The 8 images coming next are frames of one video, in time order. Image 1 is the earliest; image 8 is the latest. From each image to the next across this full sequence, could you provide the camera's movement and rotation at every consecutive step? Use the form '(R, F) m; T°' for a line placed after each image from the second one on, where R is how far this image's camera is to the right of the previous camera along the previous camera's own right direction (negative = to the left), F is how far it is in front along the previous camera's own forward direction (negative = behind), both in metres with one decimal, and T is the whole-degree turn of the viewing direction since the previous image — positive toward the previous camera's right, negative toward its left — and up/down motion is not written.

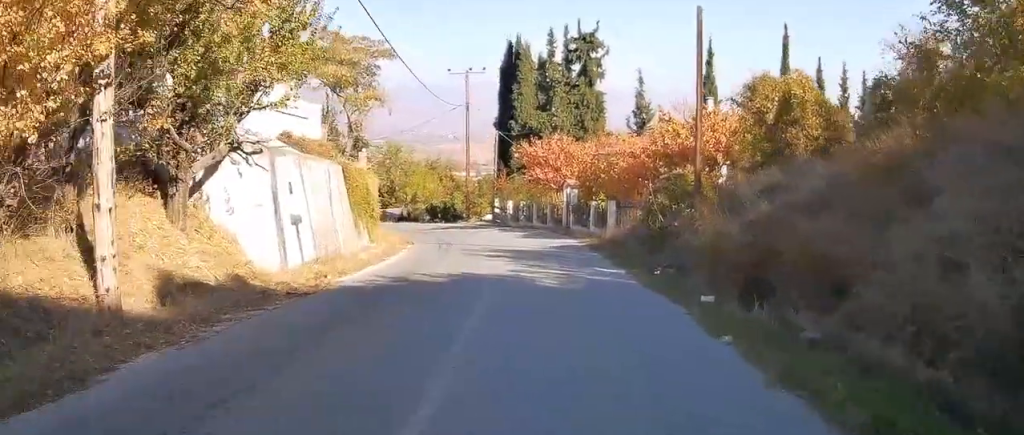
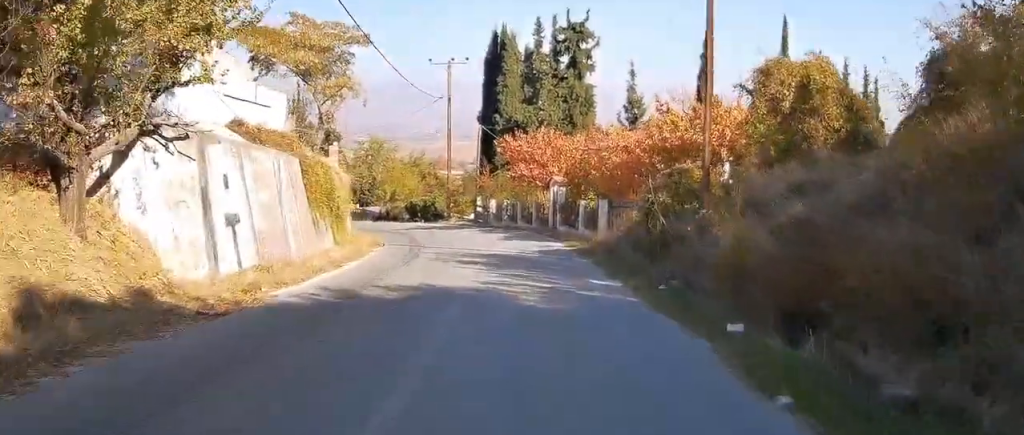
(0.0, +3.3) m; 0°
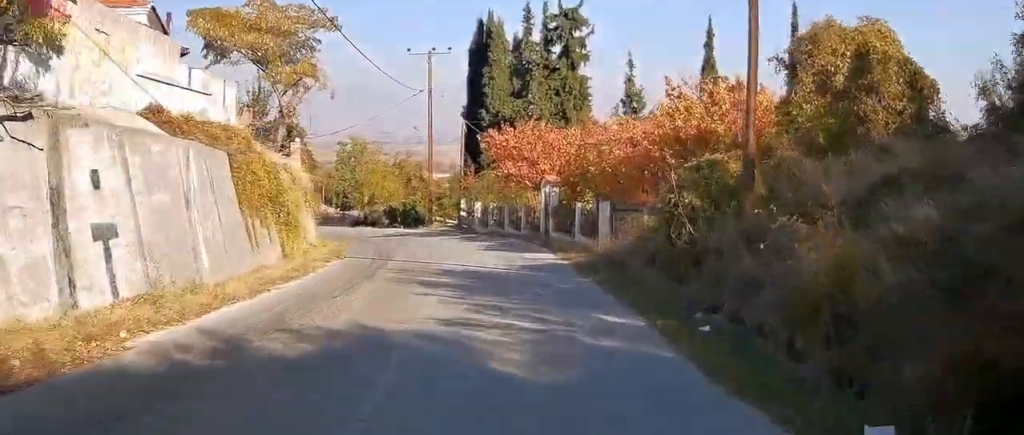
(0.0, +5.0) m; 0°
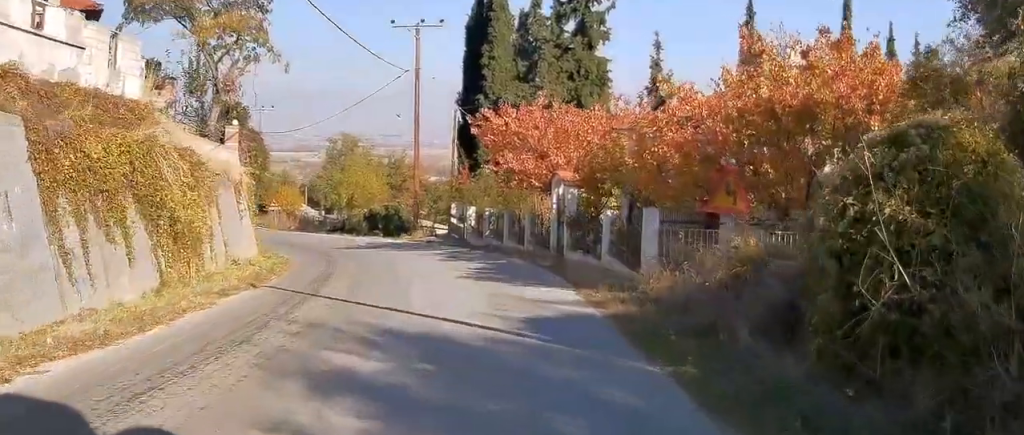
(0.0, +8.8) m; -2°
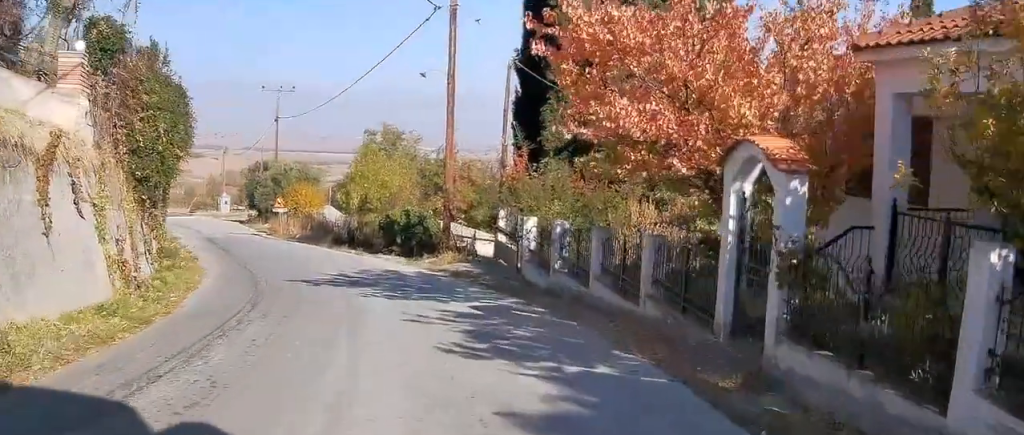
(-0.5, +14.5) m; -5°
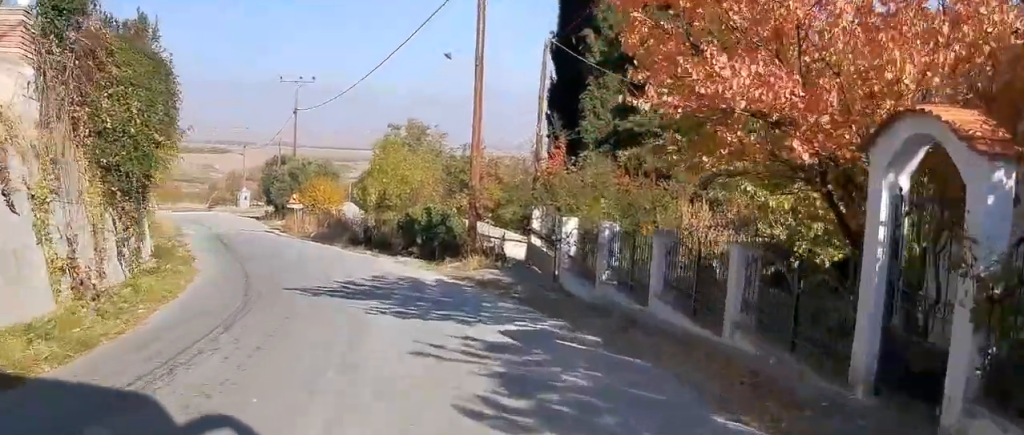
(-0.1, +3.1) m; -3°
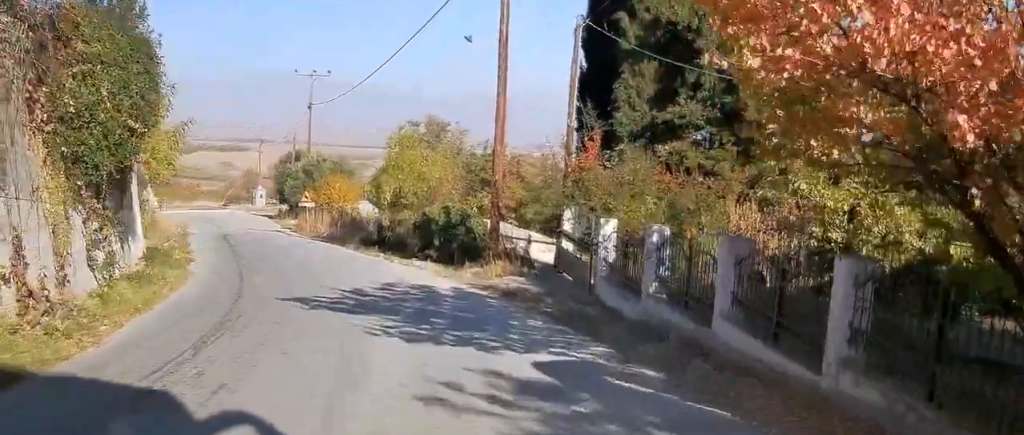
(0.0, +2.3) m; -2°
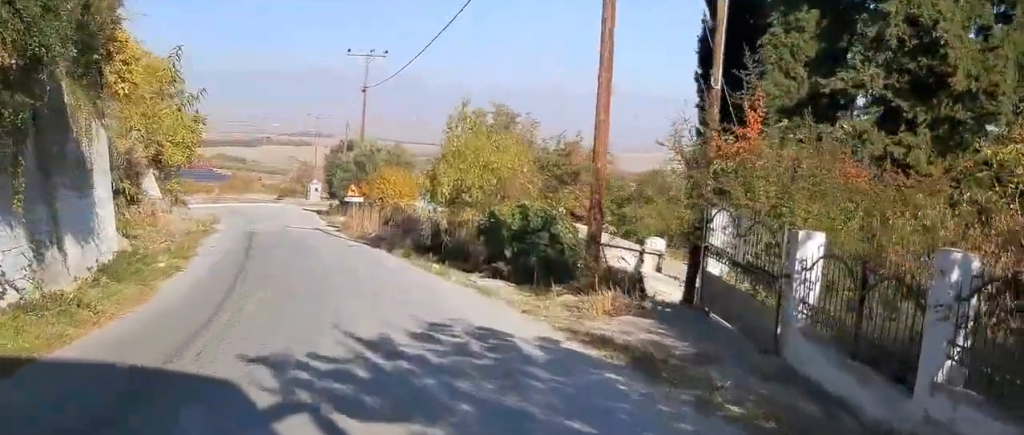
(-0.2, +6.5) m; -5°
